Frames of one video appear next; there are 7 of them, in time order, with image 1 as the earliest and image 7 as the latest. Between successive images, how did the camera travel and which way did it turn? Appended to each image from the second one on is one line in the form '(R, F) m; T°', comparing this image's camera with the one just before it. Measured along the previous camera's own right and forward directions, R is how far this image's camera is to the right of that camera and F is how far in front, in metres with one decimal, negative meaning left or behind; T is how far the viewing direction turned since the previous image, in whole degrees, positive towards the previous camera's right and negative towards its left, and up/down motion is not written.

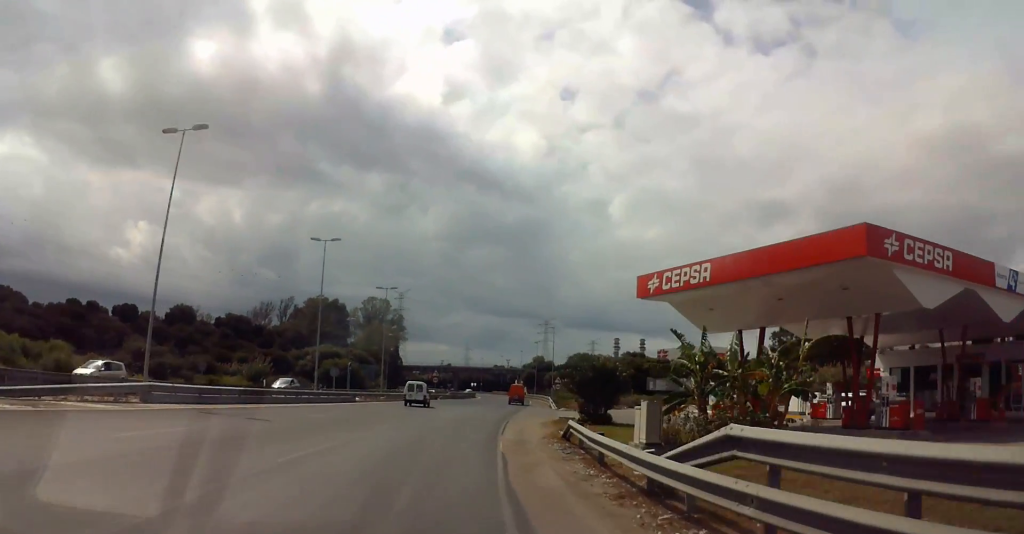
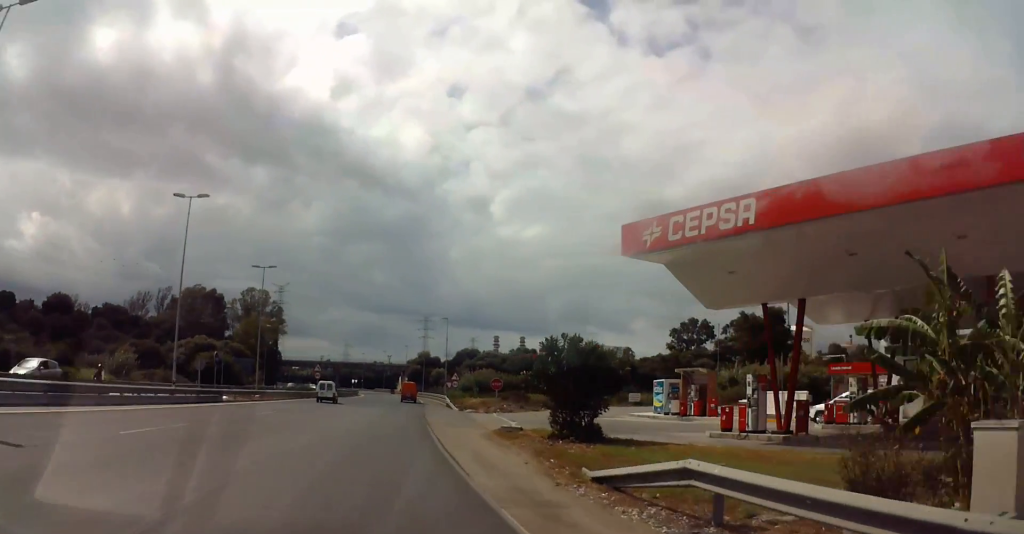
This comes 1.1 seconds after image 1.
(+0.6, +11.1) m; +4°
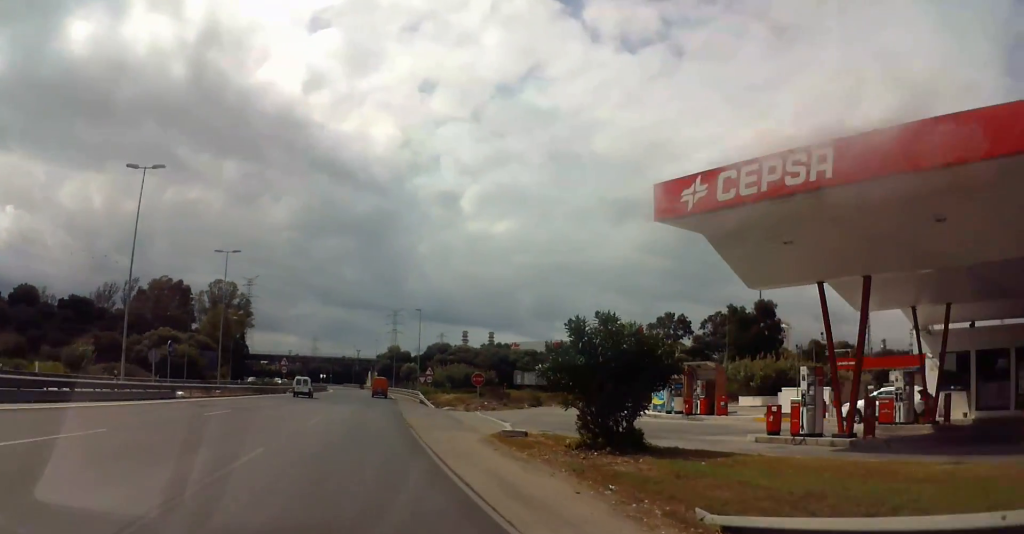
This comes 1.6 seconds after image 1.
(0.0, +4.7) m; 0°
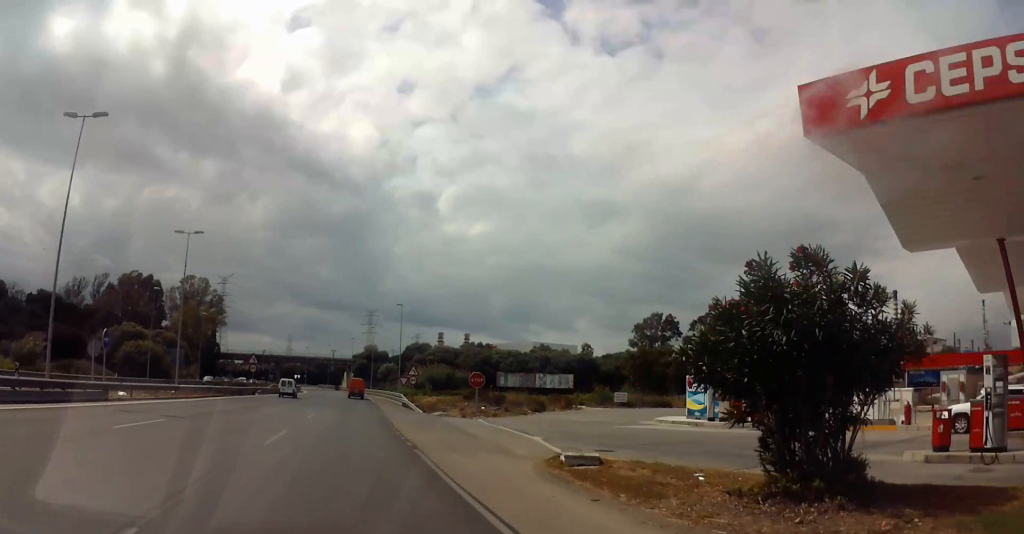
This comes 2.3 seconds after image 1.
(0.0, +8.2) m; 0°
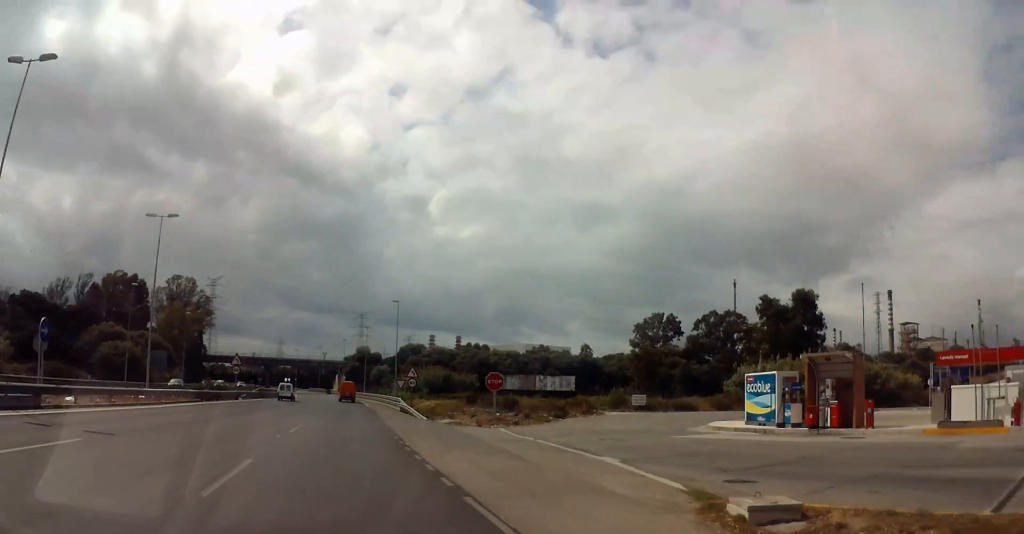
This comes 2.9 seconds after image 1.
(-0.1, +6.7) m; 0°
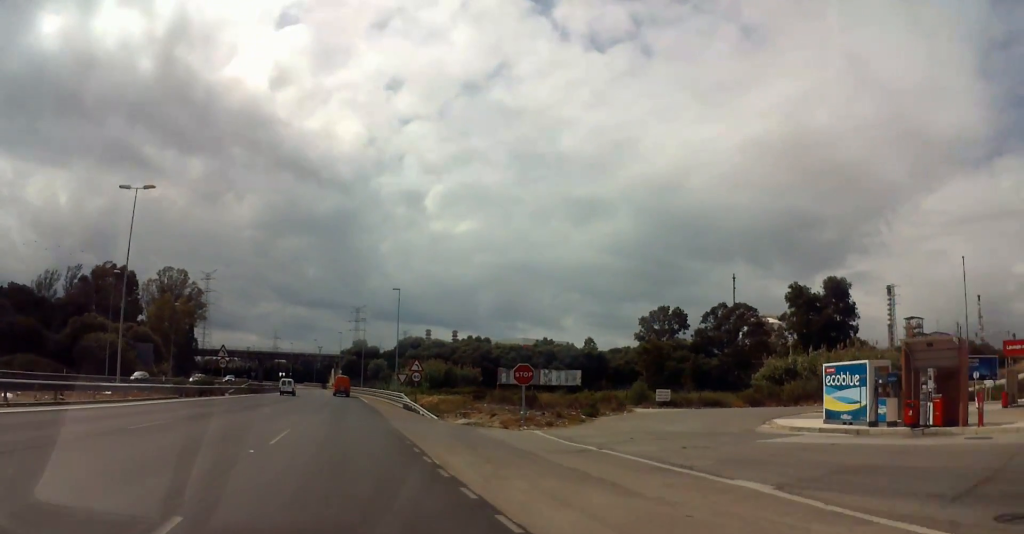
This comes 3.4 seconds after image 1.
(0.0, +5.9) m; 0°
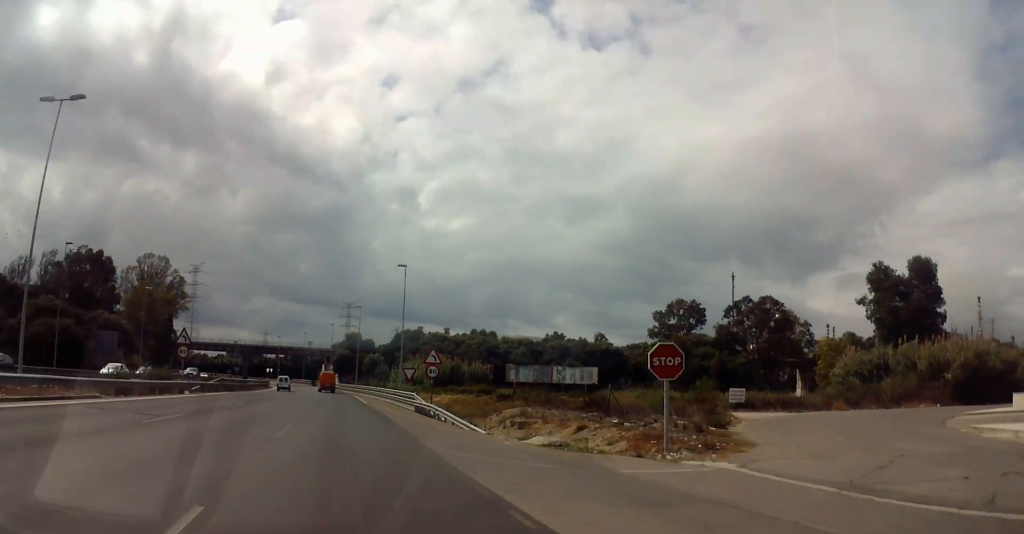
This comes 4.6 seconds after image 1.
(0.0, +13.7) m; -2°
